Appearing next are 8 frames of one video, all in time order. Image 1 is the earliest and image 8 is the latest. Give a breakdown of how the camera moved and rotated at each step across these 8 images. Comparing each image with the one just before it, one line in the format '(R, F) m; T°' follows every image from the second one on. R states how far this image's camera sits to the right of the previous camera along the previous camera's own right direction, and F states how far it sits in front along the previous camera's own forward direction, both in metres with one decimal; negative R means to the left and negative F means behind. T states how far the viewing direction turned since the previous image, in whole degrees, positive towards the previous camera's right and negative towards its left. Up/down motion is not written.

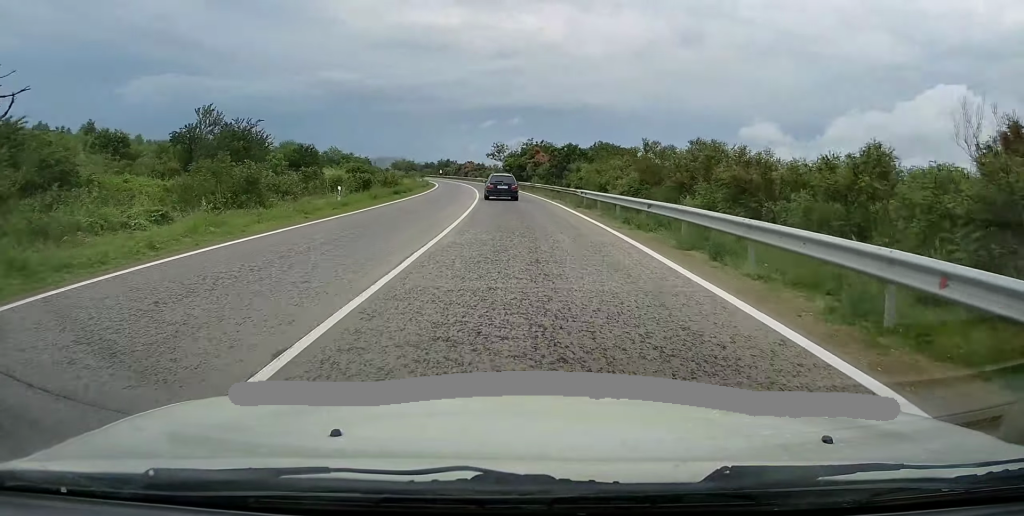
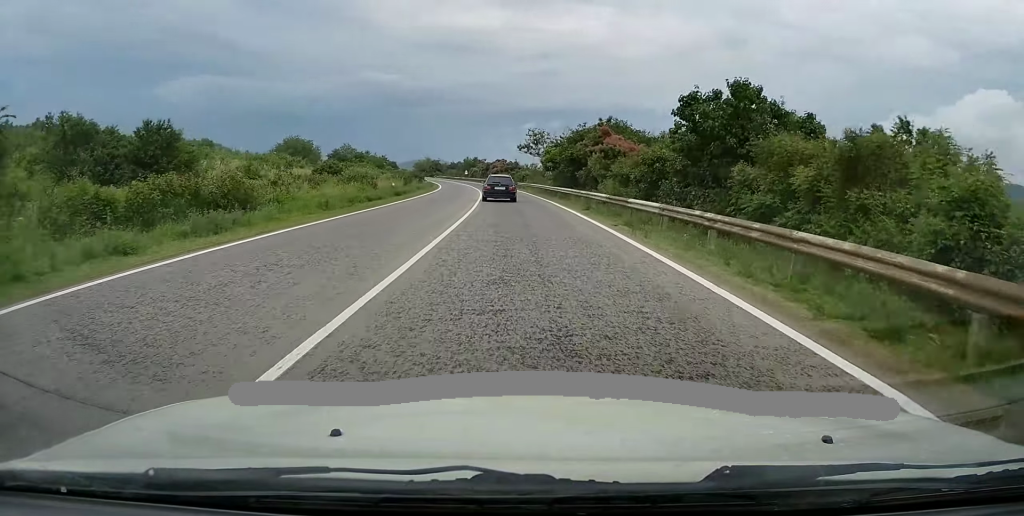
(-1.4, +35.2) m; -3°
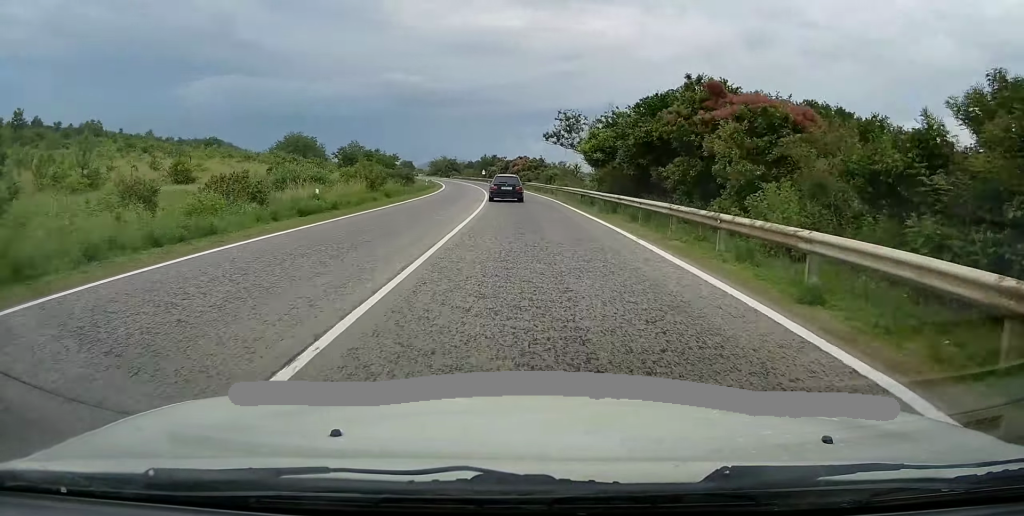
(-0.1, +19.9) m; -1°
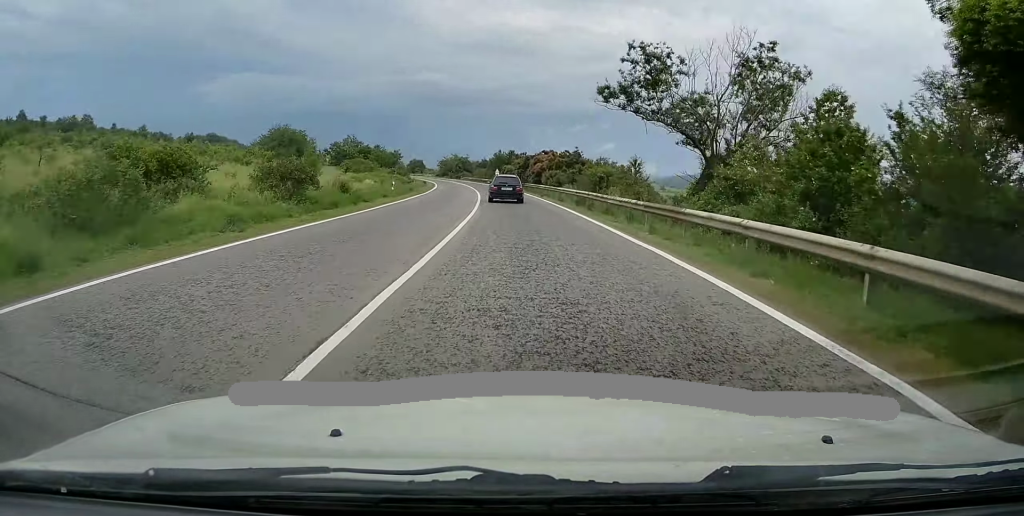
(-0.7, +27.8) m; -3°
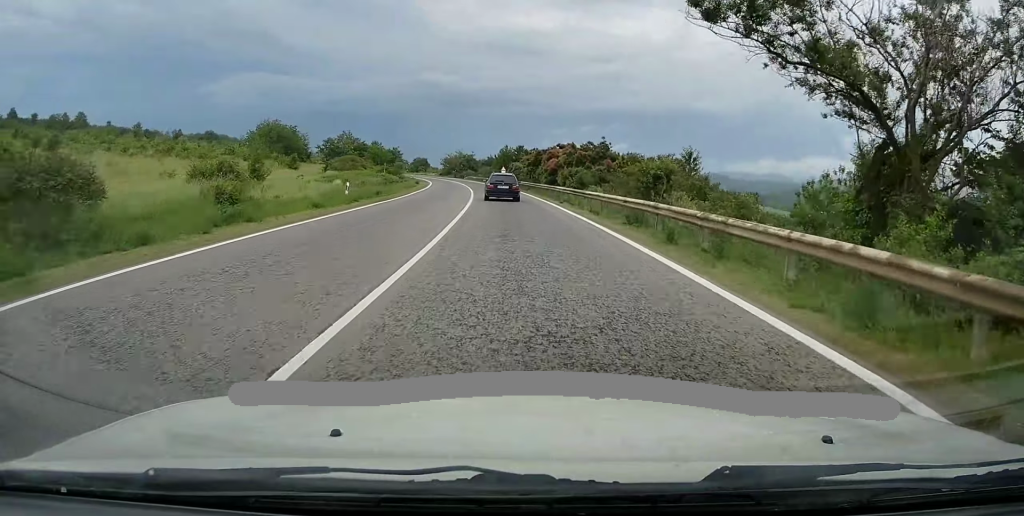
(-0.2, +13.4) m; -2°
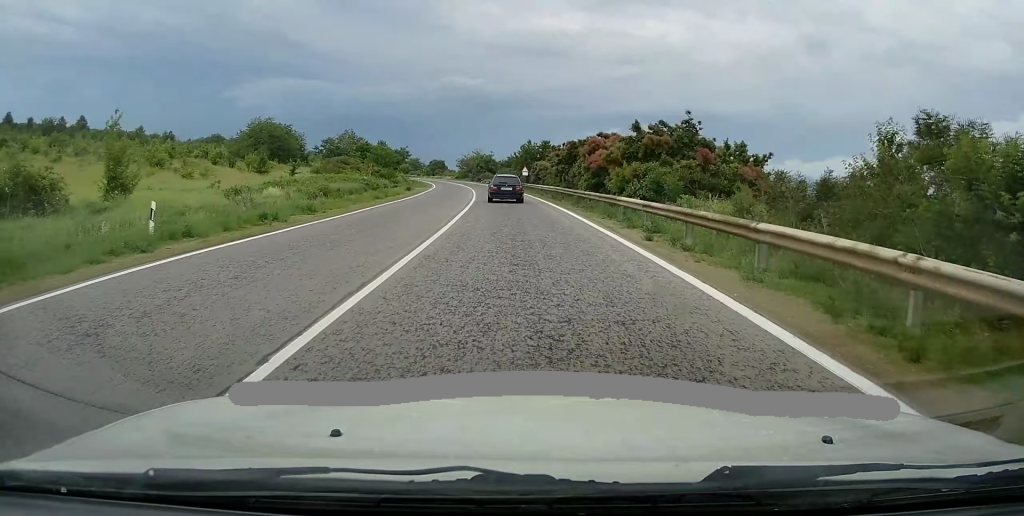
(-0.2, +18.2) m; -2°
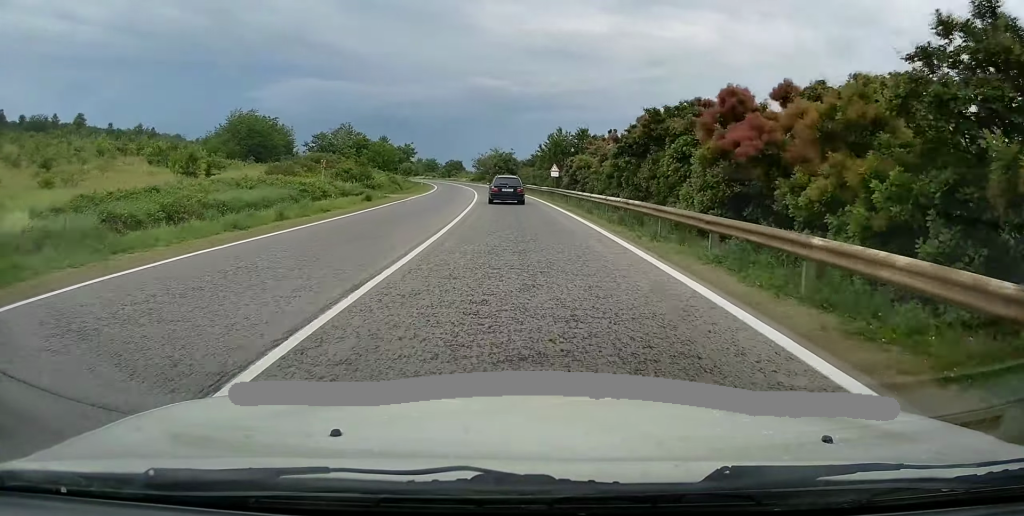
(-0.4, +20.5) m; -1°
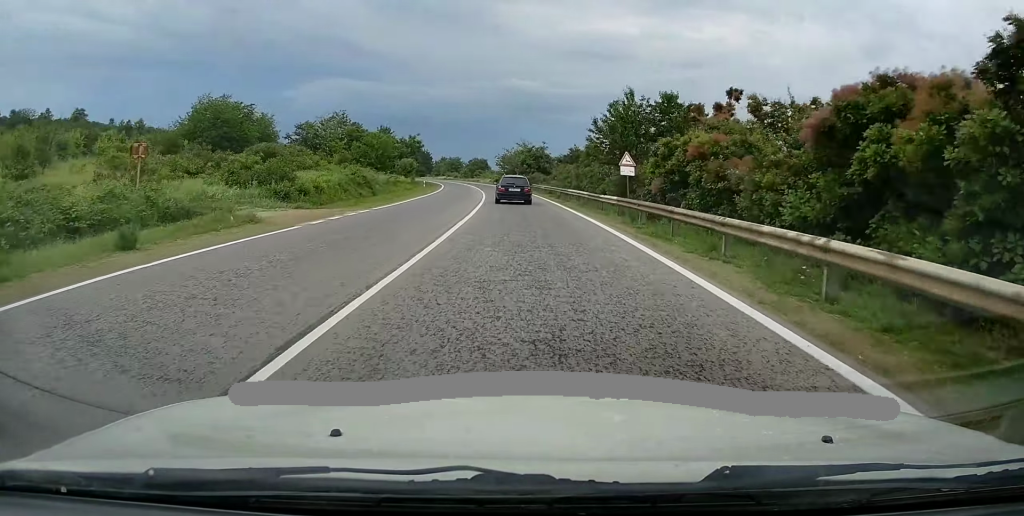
(0.0, +23.1) m; -2°
